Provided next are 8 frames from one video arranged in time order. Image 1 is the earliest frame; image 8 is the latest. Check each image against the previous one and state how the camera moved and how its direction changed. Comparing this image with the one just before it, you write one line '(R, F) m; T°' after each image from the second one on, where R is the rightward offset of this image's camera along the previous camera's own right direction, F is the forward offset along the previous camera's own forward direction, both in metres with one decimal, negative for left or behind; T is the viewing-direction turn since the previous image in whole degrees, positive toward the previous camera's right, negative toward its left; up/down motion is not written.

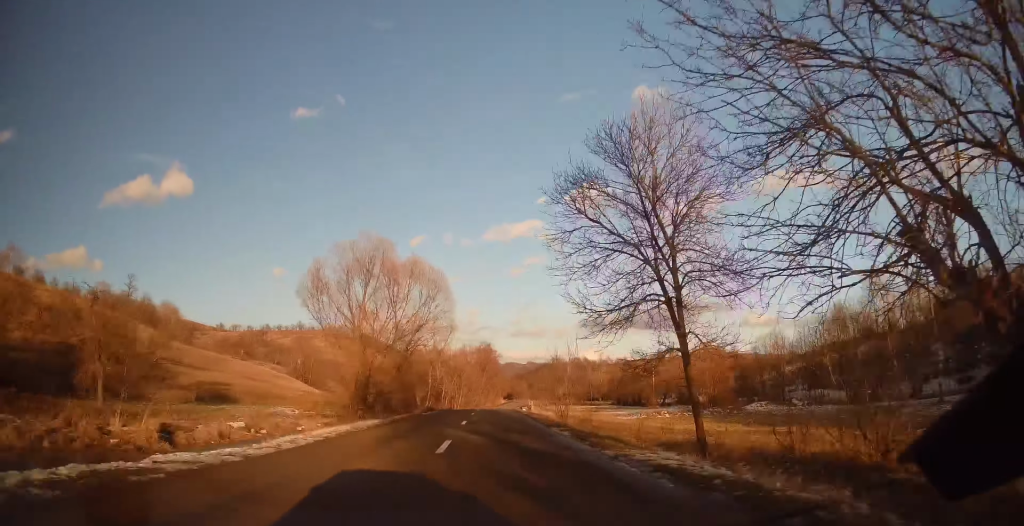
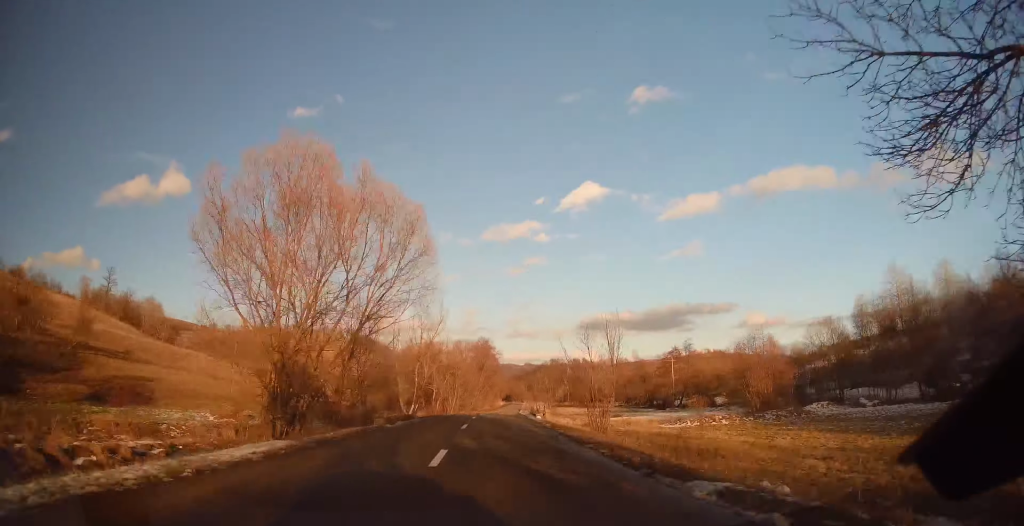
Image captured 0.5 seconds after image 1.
(-0.2, +13.1) m; 0°
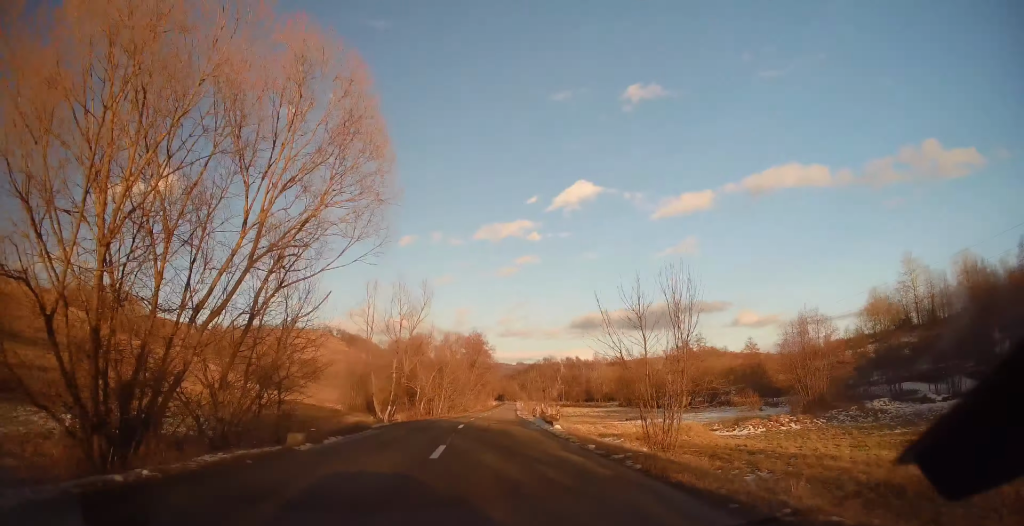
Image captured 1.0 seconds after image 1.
(0.0, +10.6) m; 0°
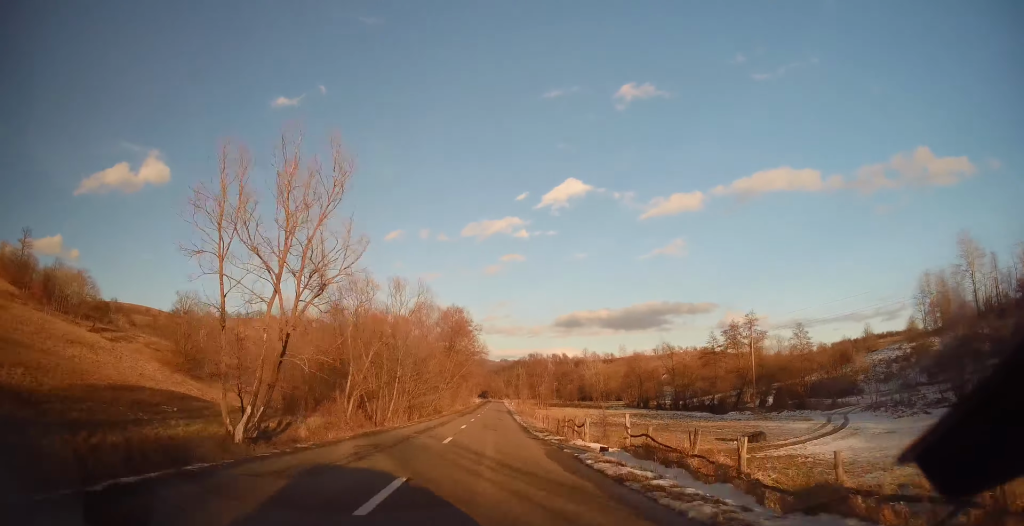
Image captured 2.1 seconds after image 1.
(+0.5, +28.1) m; +2°
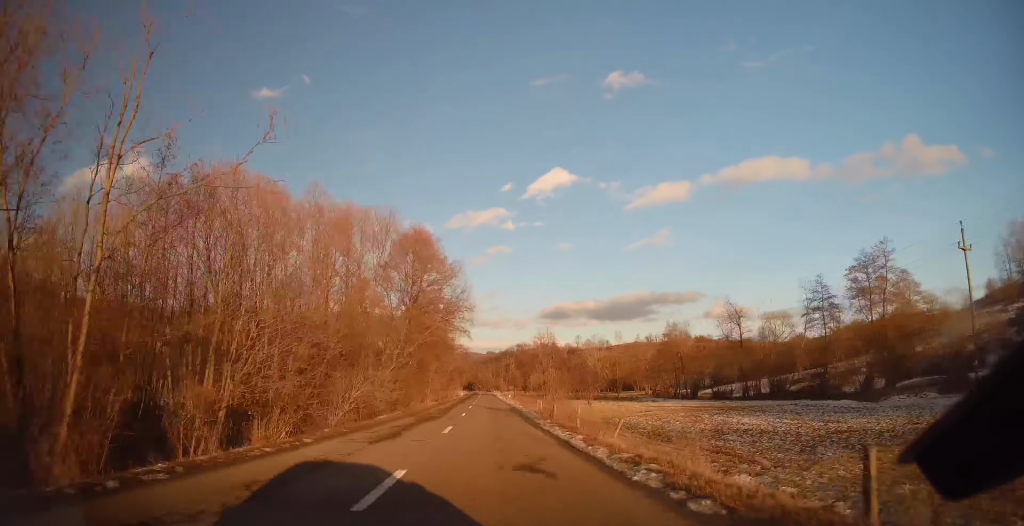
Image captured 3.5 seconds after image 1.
(+0.6, +33.9) m; +2°
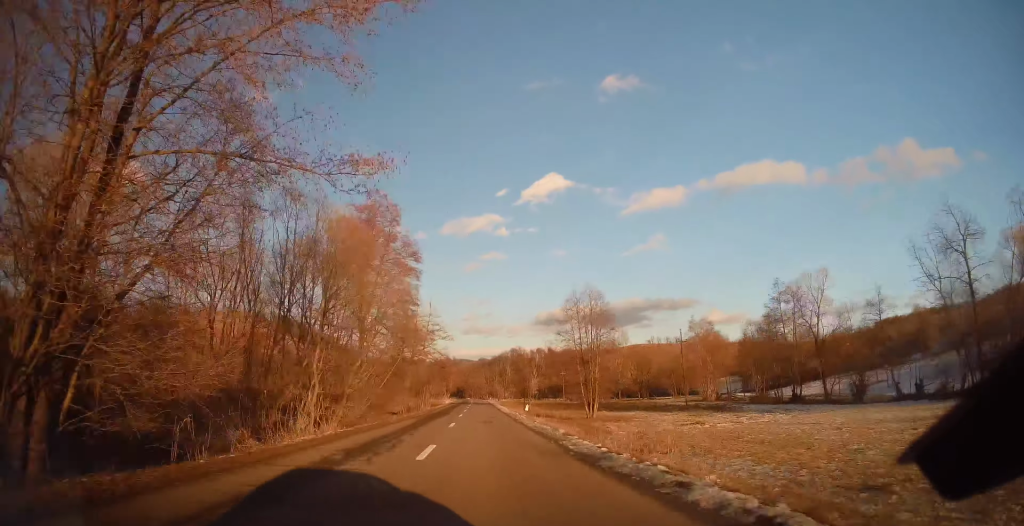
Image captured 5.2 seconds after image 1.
(+0.9, +40.8) m; +1°
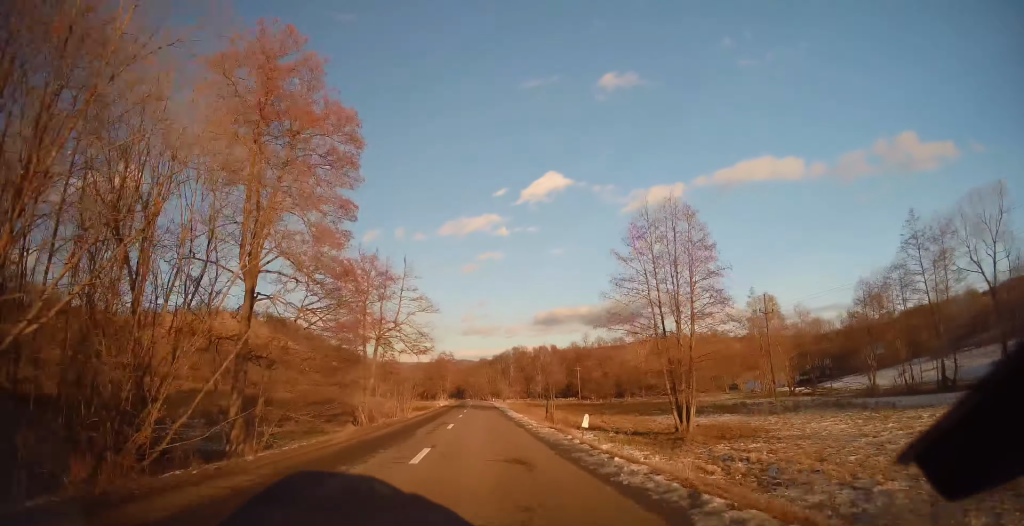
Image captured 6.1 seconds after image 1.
(-0.2, +22.9) m; -1°
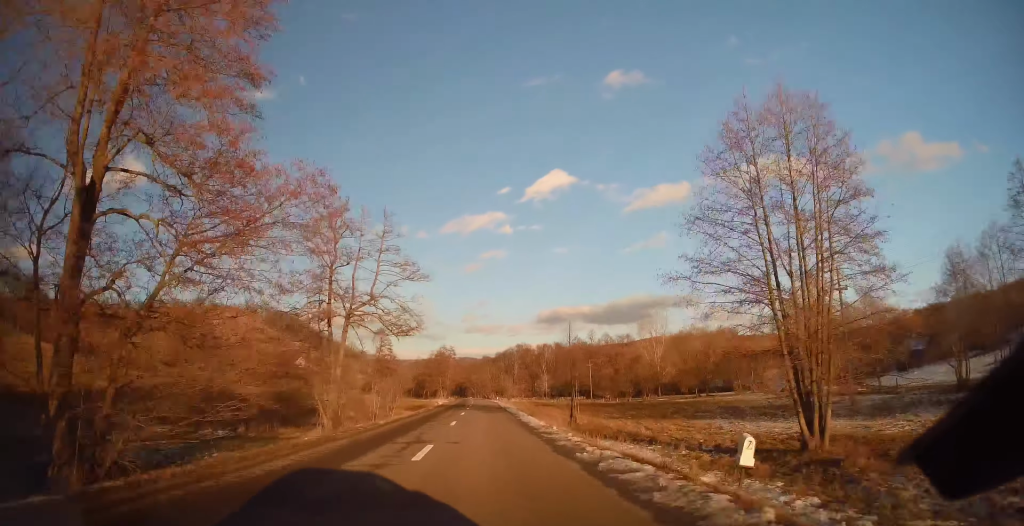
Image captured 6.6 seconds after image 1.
(-0.2, +11.5) m; -1°
